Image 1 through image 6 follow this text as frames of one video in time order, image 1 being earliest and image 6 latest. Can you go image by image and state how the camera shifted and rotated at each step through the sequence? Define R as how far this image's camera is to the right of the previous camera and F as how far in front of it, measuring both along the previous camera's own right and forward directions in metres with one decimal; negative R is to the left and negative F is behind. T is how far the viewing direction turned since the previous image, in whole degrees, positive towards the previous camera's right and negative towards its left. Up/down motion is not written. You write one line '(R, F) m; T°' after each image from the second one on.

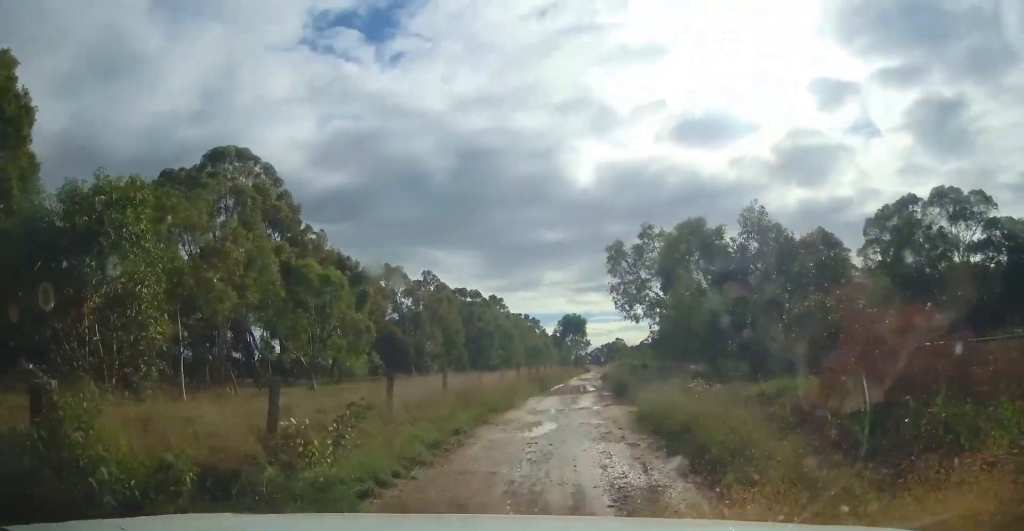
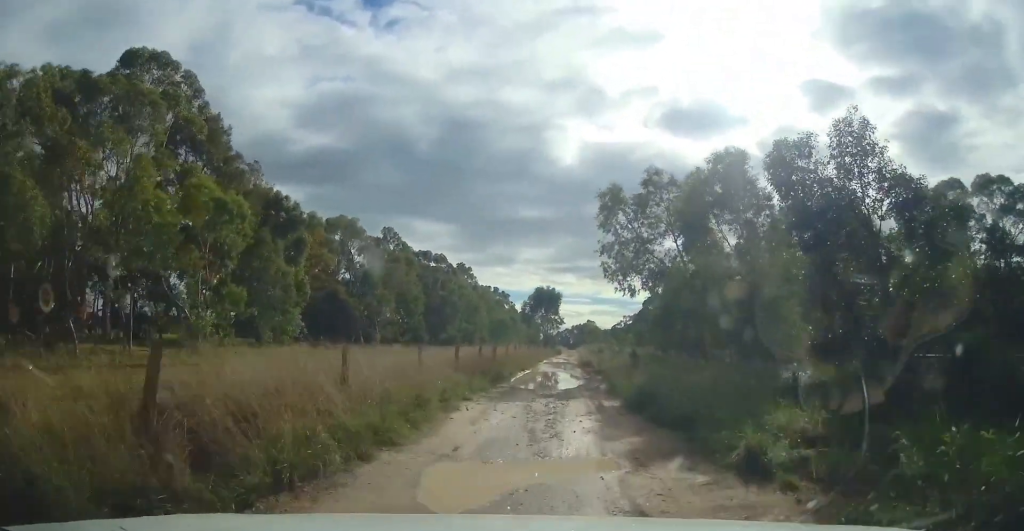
(-0.1, +11.5) m; +3°
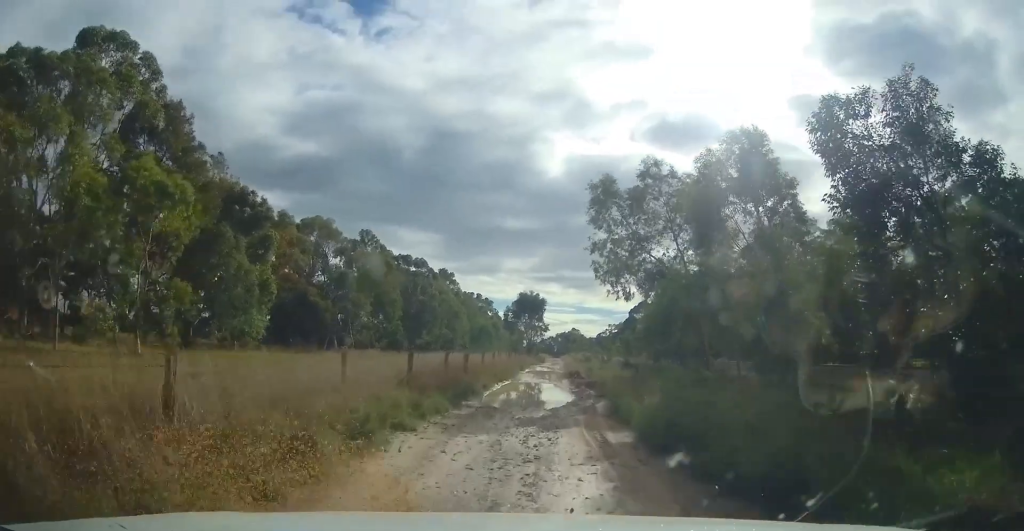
(+0.1, +4.2) m; +2°
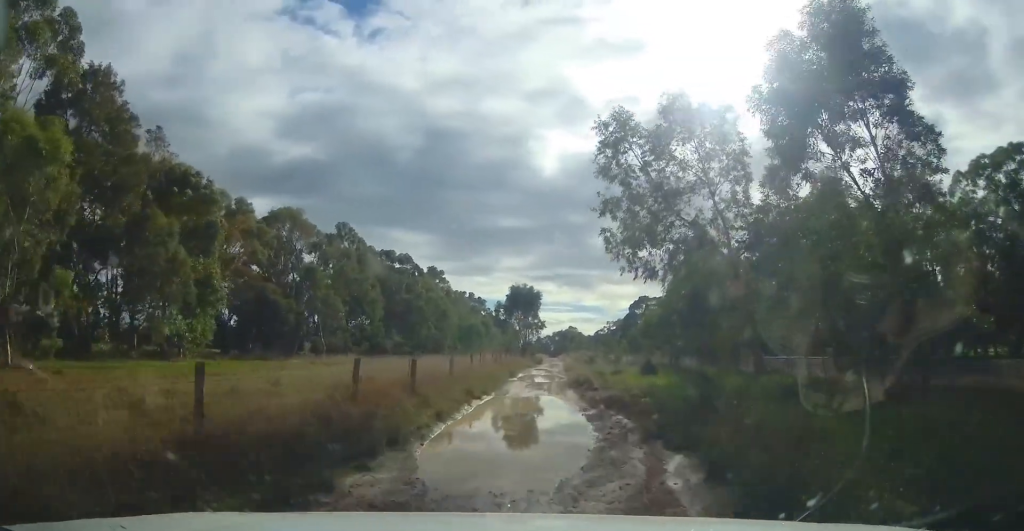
(+0.2, +8.4) m; +1°
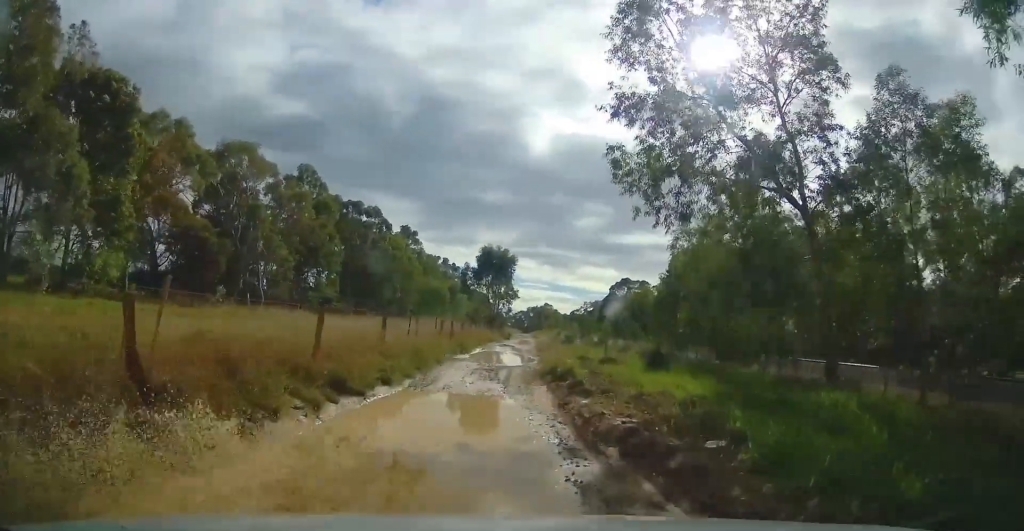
(-0.2, +8.9) m; -2°
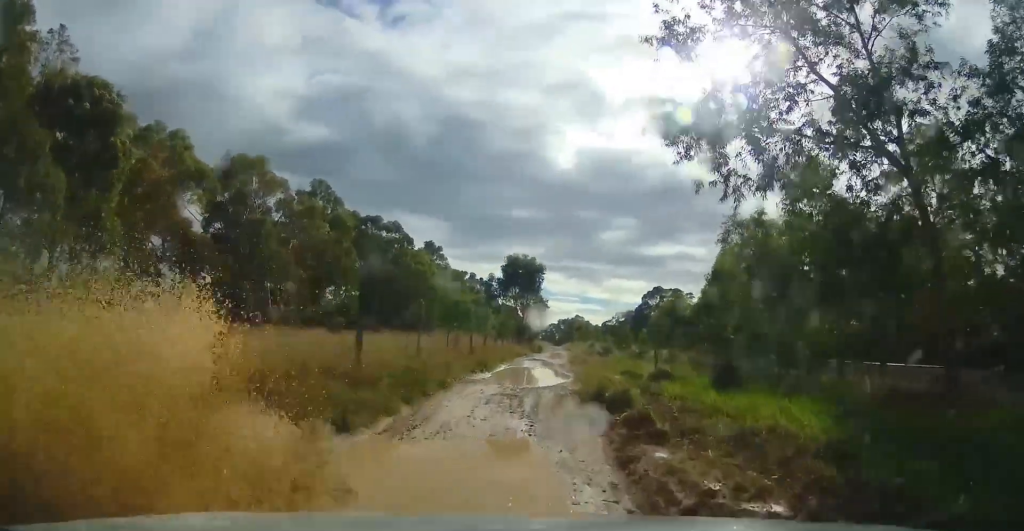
(0.0, +4.2) m; 0°
